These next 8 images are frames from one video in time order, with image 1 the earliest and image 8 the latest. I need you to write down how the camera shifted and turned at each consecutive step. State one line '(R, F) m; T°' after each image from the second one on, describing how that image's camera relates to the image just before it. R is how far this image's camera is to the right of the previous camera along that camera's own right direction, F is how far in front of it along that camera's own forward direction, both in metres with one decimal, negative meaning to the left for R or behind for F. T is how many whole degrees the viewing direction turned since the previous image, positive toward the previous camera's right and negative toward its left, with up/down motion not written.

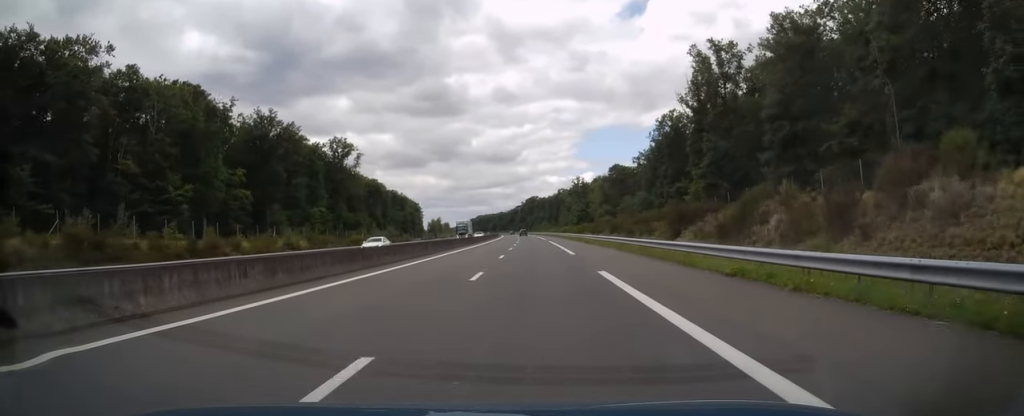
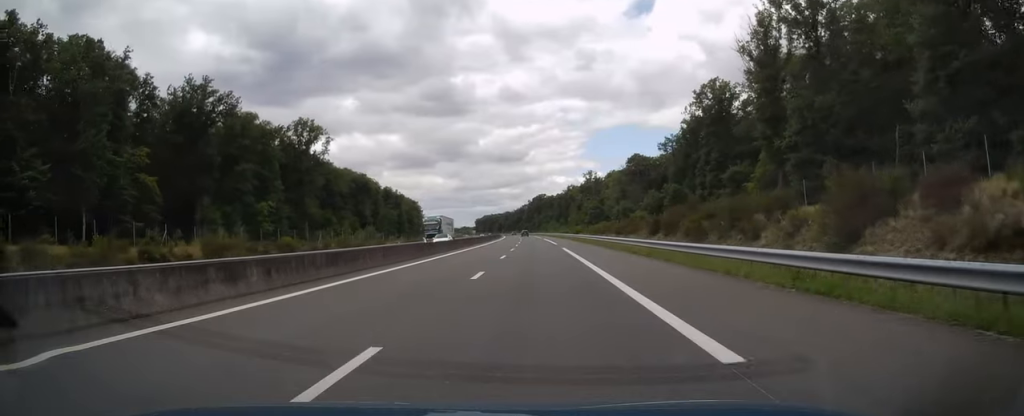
(0.0, +25.3) m; -1°
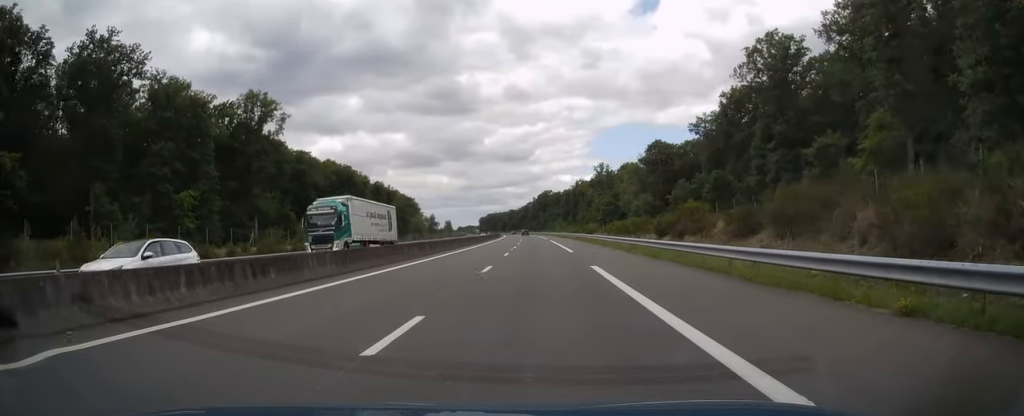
(-0.5, +23.3) m; -1°
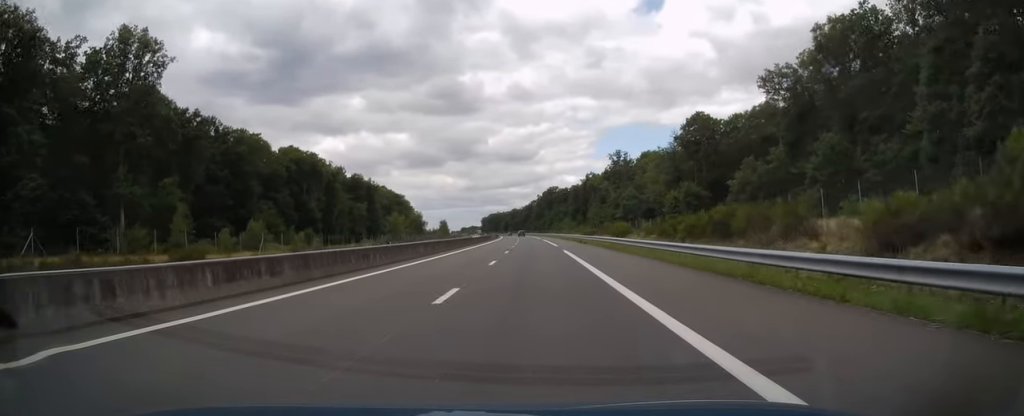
(0.0, +34.1) m; 0°
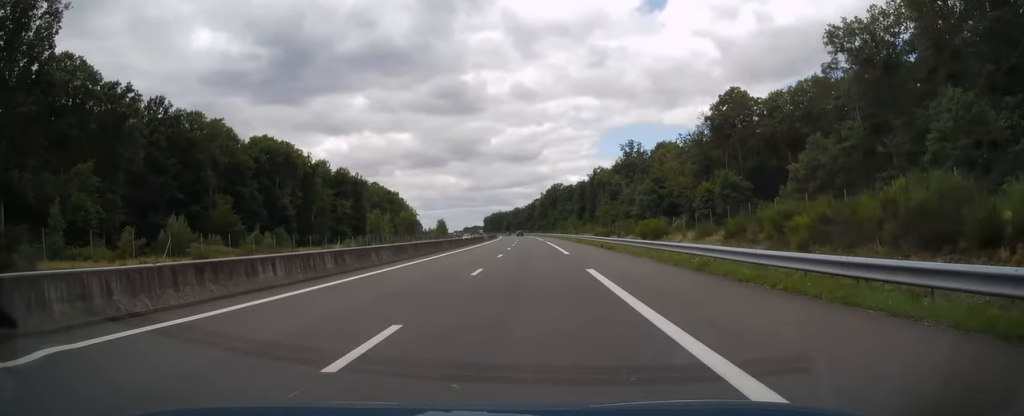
(0.0, +18.5) m; 0°
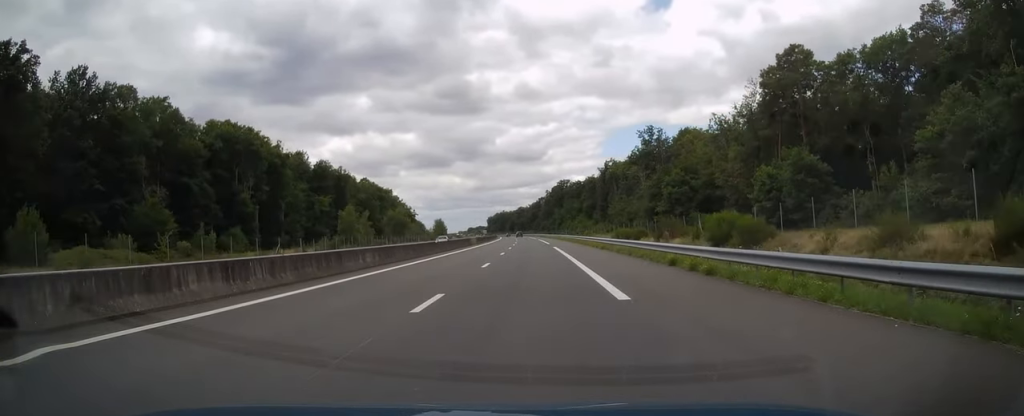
(0.0, +21.6) m; -1°
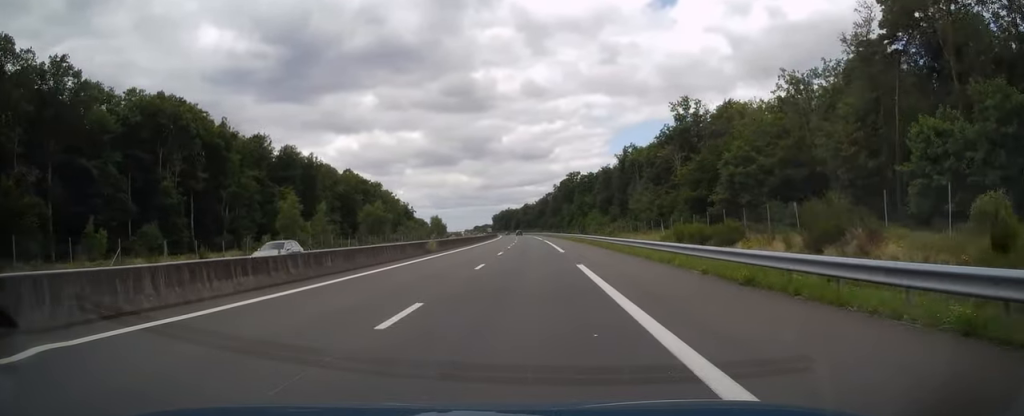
(-0.2, +27.9) m; -1°
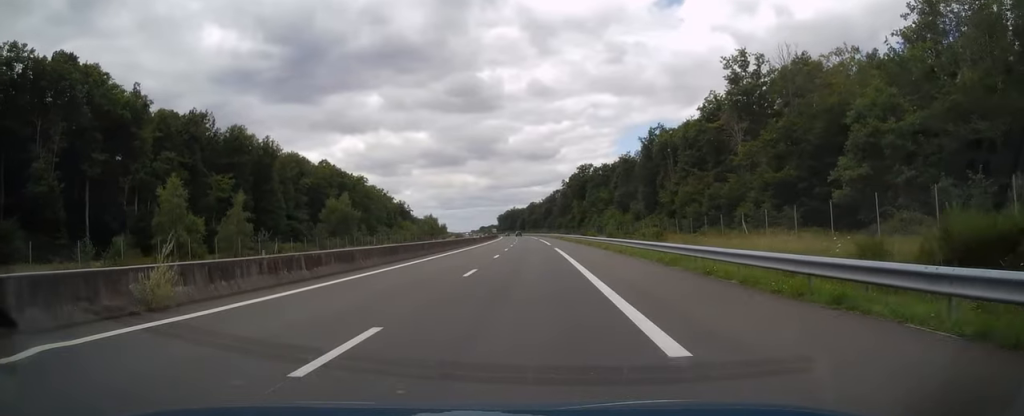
(-0.2, +28.9) m; 0°
